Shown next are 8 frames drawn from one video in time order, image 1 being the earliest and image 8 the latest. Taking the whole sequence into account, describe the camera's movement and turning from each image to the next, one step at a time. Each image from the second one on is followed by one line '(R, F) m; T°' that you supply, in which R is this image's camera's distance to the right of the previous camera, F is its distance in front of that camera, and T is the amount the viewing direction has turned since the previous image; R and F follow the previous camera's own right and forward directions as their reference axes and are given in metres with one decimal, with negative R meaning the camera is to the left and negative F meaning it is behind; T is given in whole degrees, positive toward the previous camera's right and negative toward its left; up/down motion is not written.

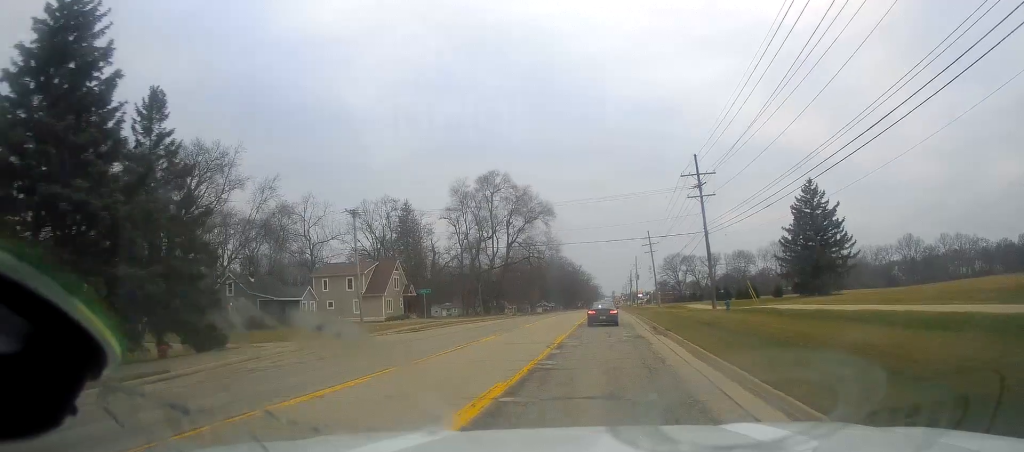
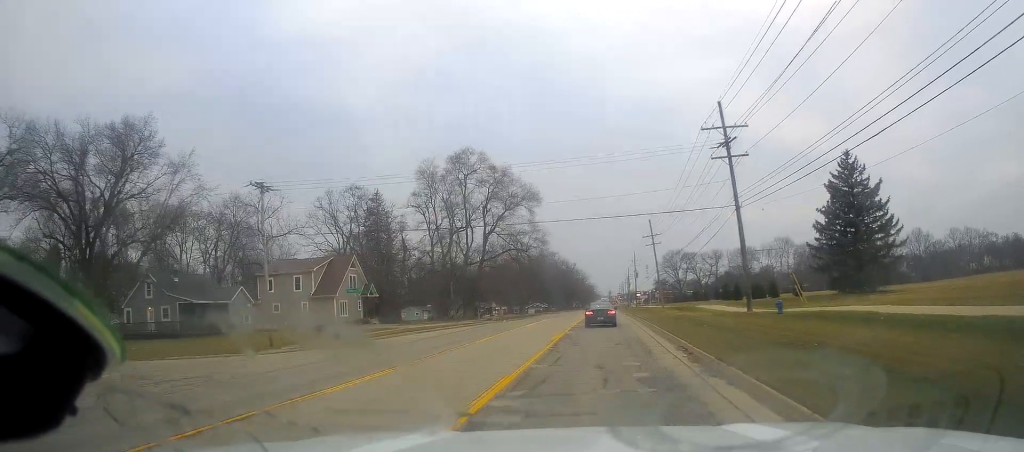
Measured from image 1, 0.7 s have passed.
(-0.3, +13.5) m; 0°
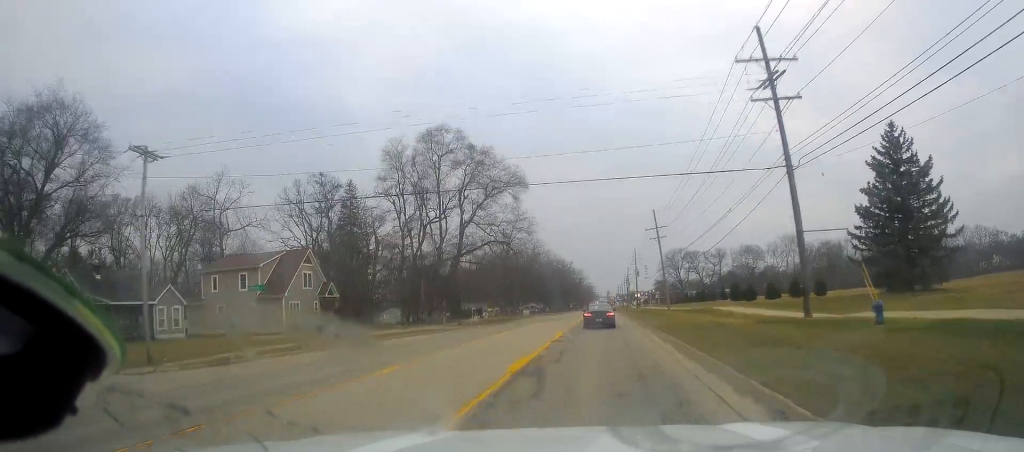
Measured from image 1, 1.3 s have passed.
(+0.3, +11.0) m; 0°
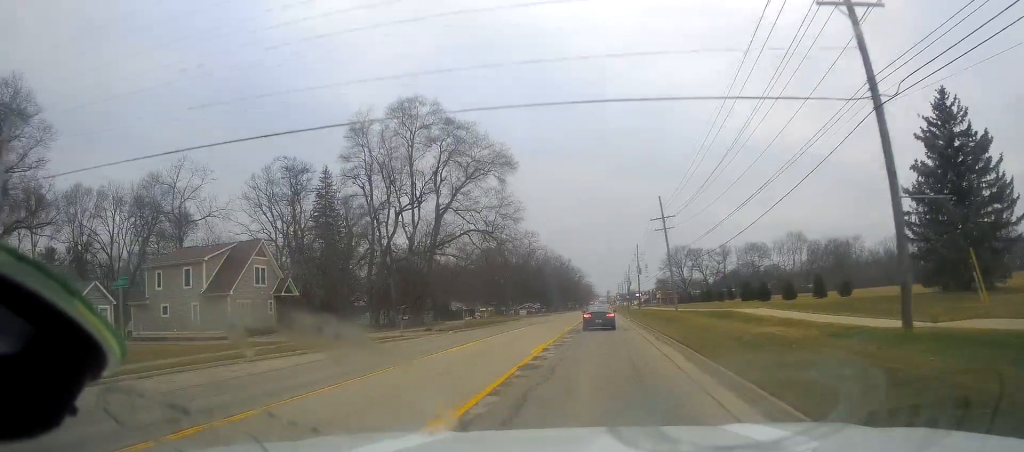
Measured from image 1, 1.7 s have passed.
(+0.1, +9.0) m; 0°
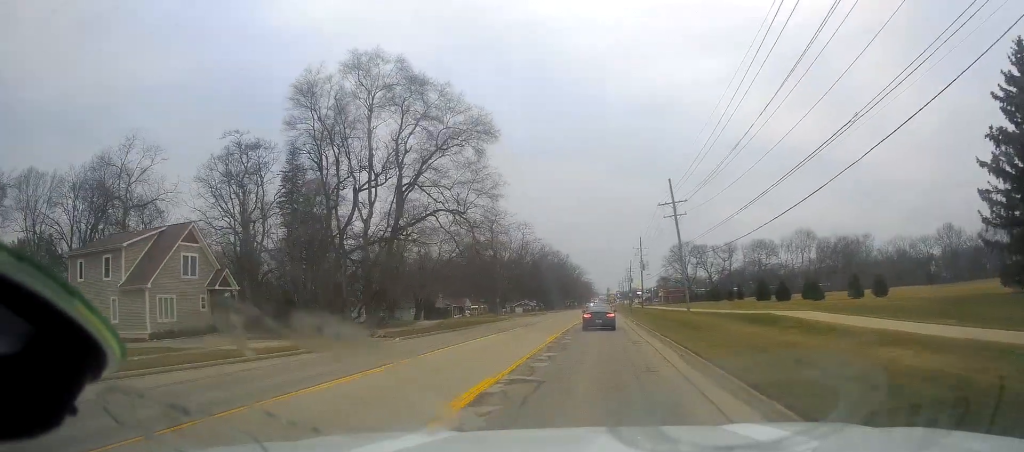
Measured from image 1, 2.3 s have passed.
(-0.3, +10.2) m; 0°
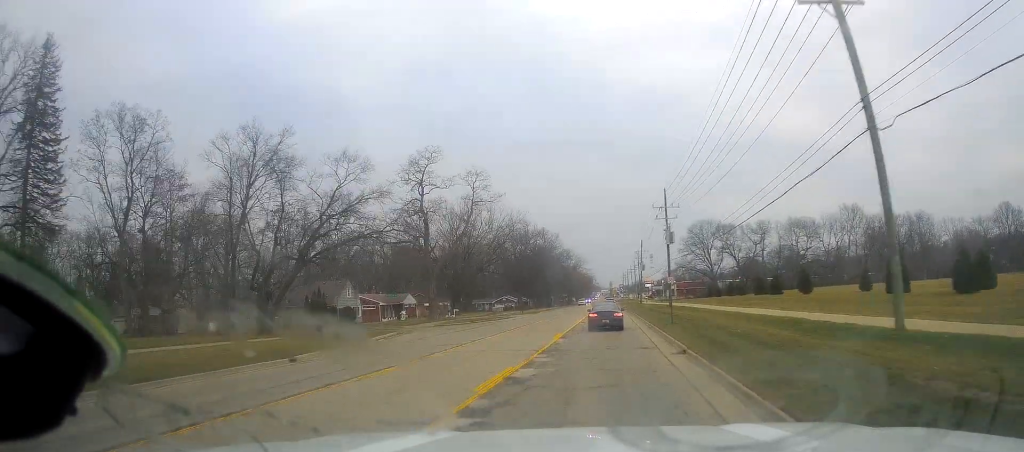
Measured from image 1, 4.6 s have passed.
(-0.2, +43.7) m; -1°
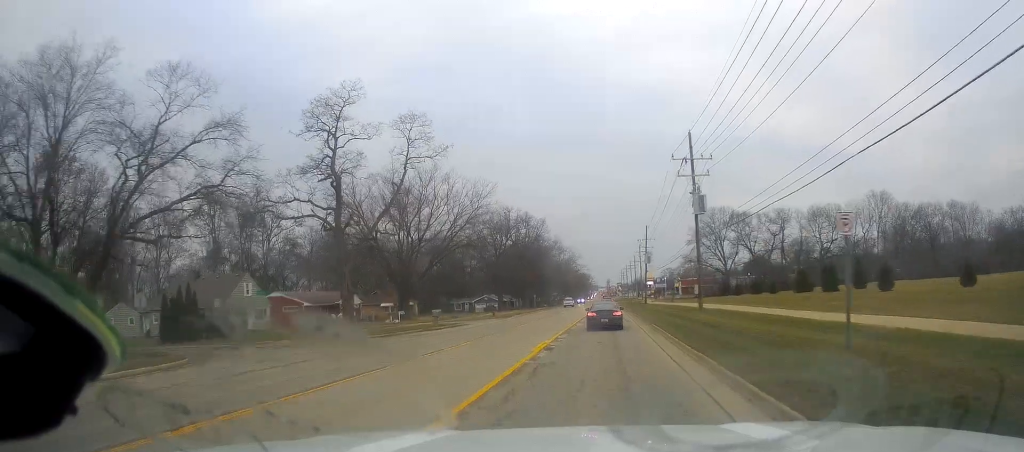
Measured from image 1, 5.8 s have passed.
(+0.2, +22.9) m; +2°
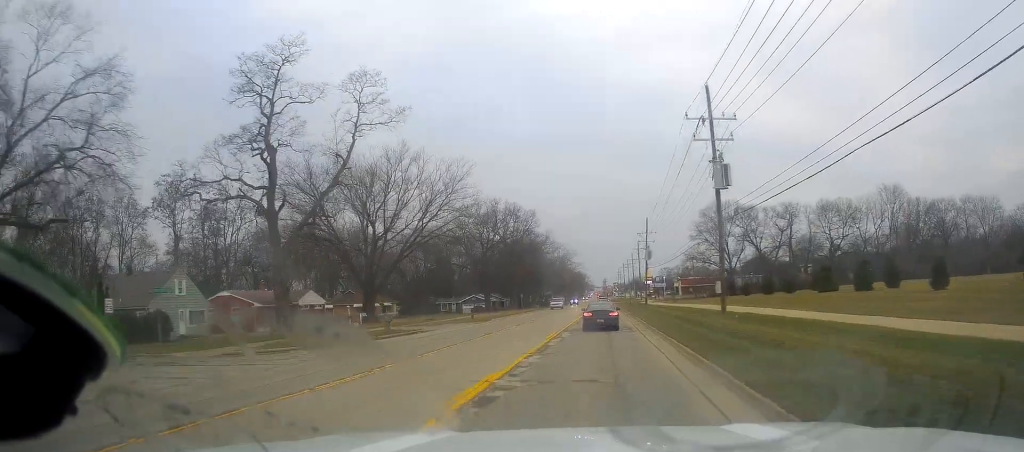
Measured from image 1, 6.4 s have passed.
(+0.2, +9.8) m; +1°
